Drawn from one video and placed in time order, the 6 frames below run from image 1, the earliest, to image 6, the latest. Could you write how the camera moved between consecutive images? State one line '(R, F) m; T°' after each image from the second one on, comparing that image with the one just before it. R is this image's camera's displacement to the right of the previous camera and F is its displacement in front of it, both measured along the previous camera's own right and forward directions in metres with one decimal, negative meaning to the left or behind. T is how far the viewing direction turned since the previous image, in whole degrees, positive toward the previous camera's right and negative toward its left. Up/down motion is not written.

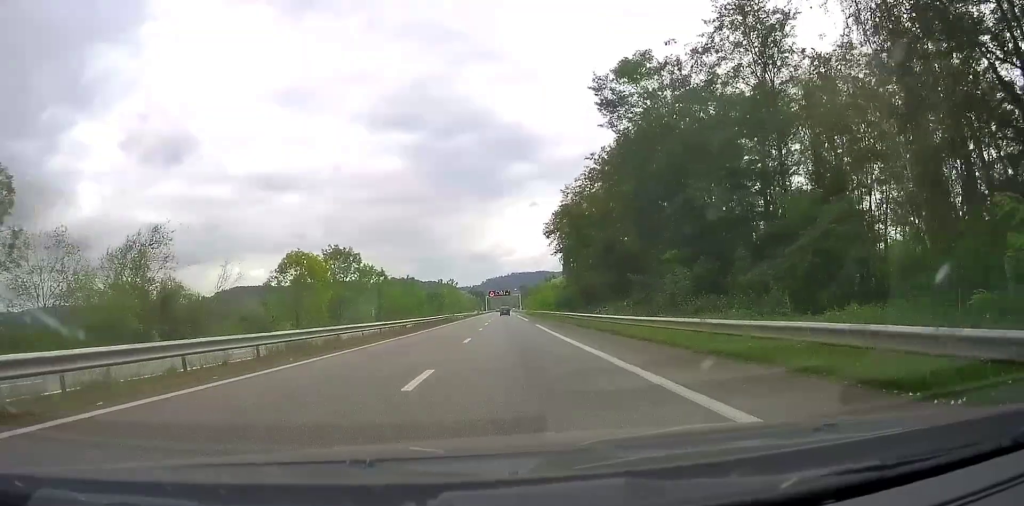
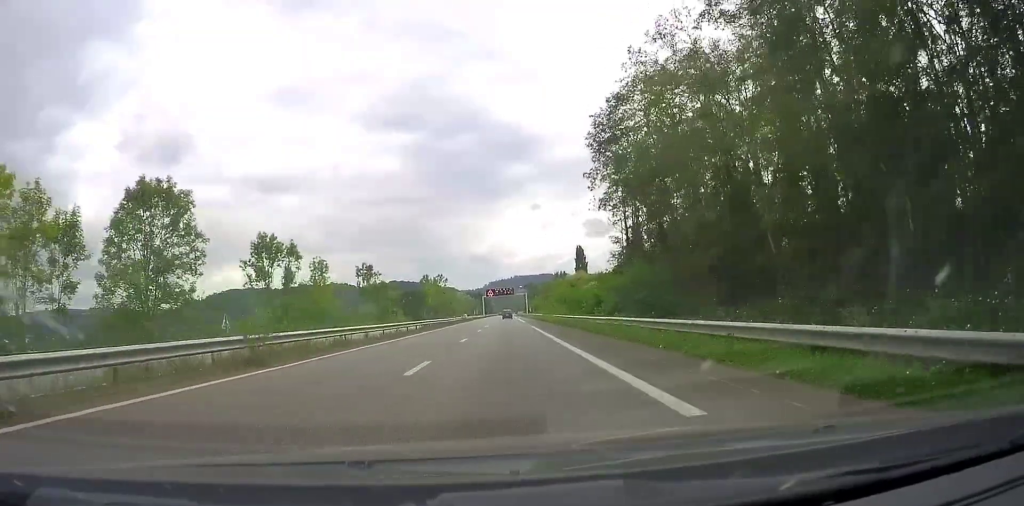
(0.0, +45.9) m; 0°
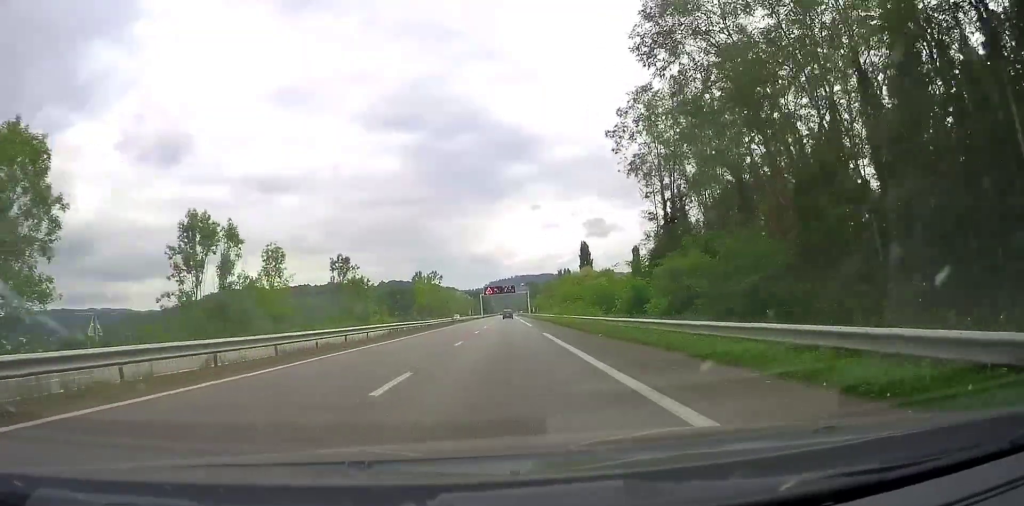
(+0.1, +15.1) m; 0°
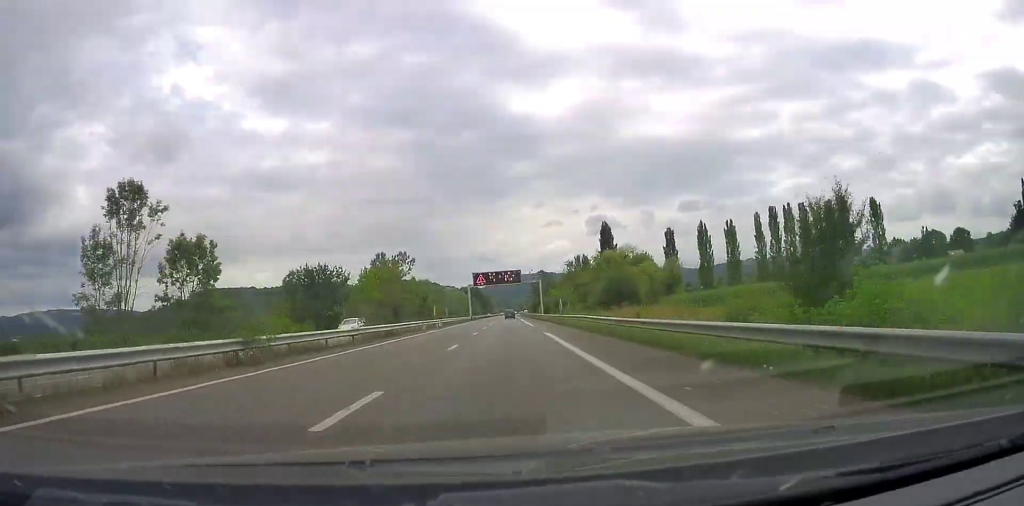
(-0.1, +53.7) m; -1°
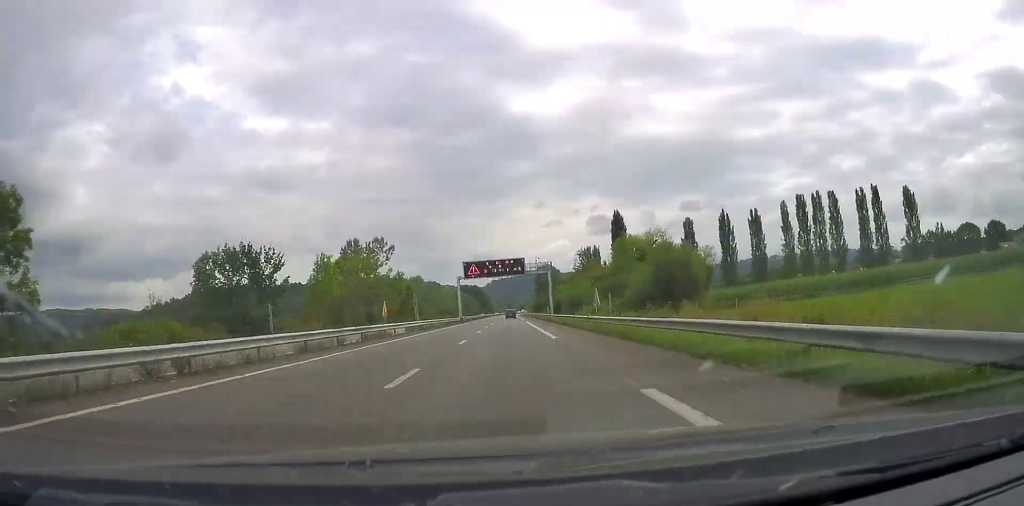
(-0.1, +22.4) m; 0°
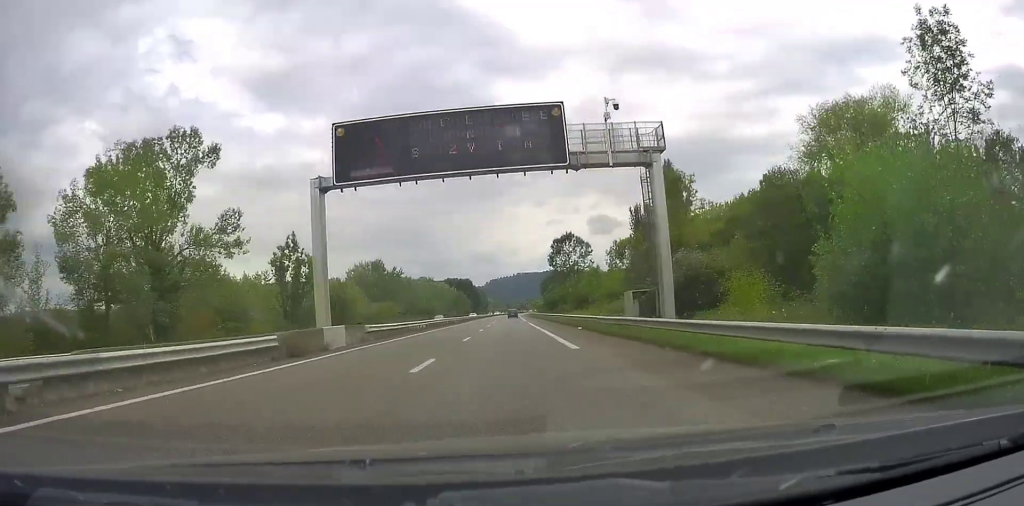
(+0.3, +62.6) m; +1°
